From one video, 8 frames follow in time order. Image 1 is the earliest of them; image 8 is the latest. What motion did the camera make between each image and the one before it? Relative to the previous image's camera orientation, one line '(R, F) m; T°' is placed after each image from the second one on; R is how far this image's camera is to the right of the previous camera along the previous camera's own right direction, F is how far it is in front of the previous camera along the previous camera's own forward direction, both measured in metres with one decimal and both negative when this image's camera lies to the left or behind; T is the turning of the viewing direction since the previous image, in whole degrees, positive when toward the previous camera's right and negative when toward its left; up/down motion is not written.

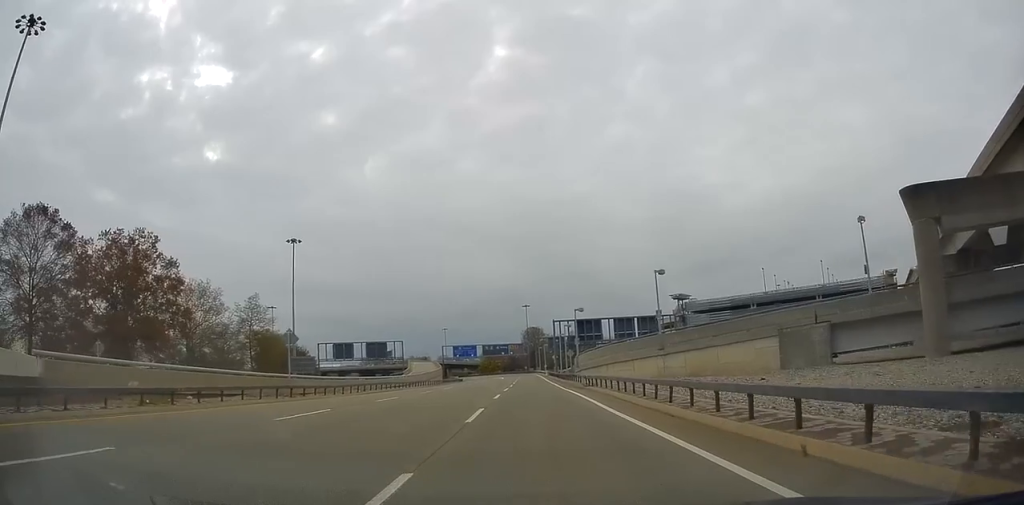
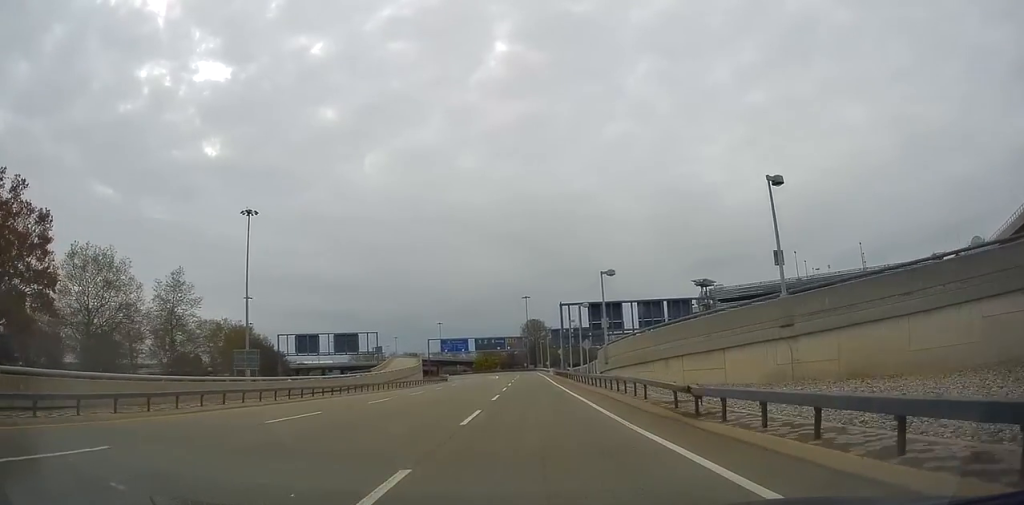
(+0.1, +23.1) m; +1°
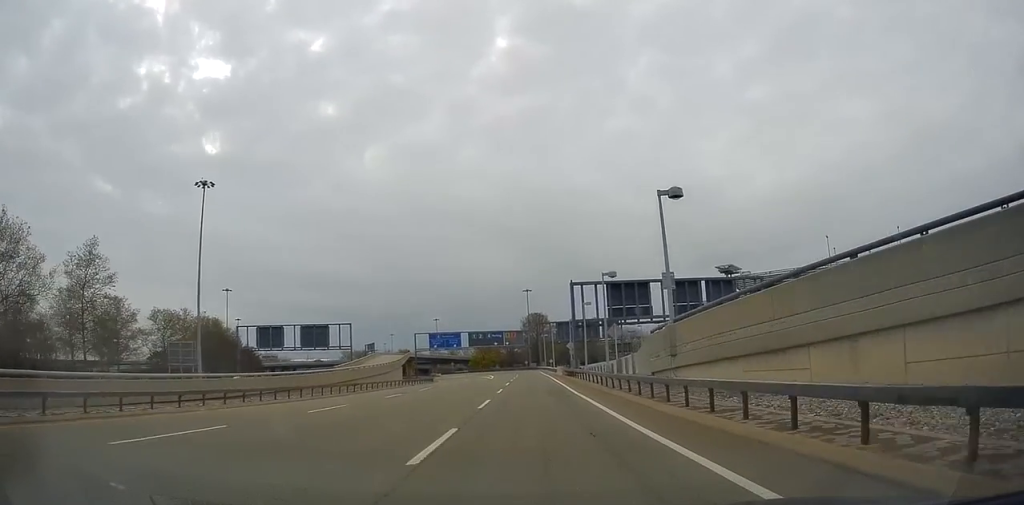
(+0.3, +18.0) m; +1°
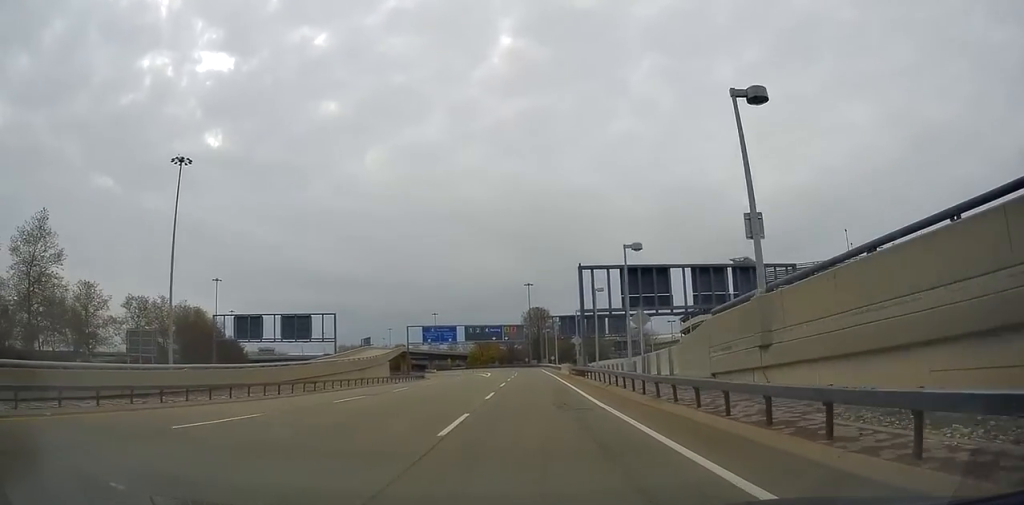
(+0.1, +8.5) m; 0°
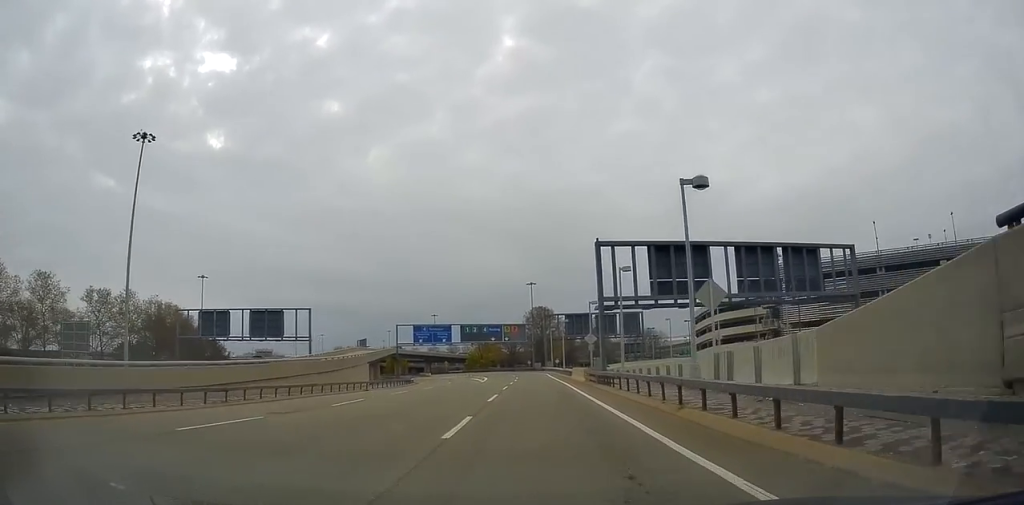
(-0.1, +11.6) m; 0°
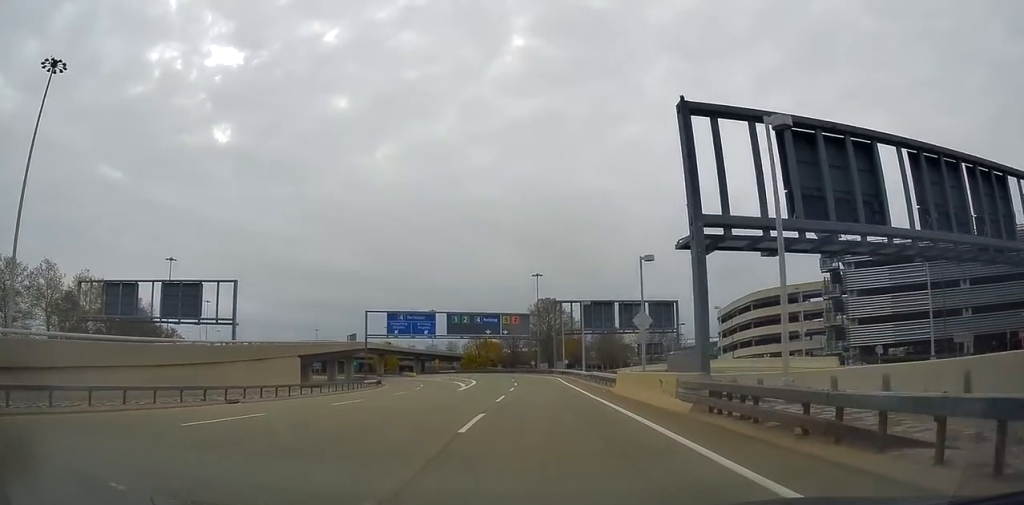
(+0.1, +22.2) m; 0°
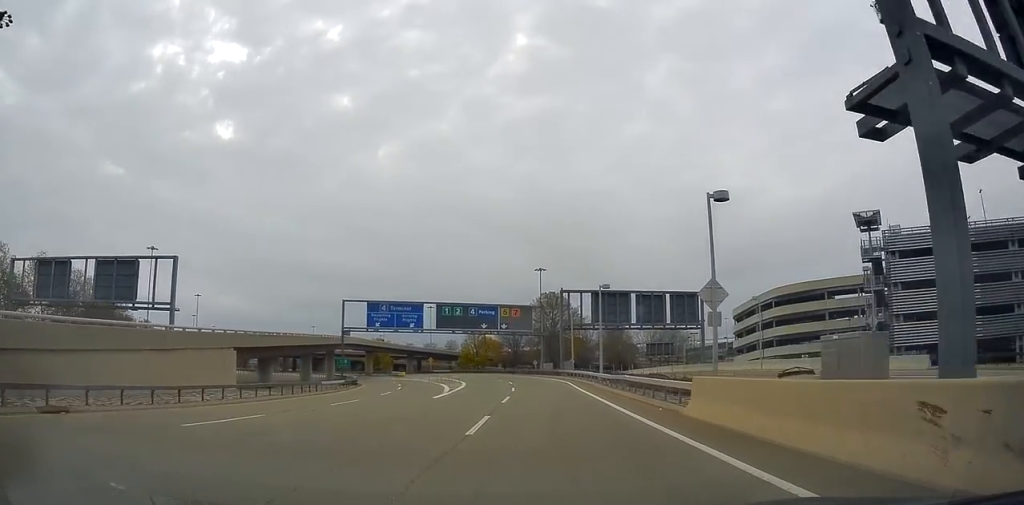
(0.0, +11.1) m; 0°
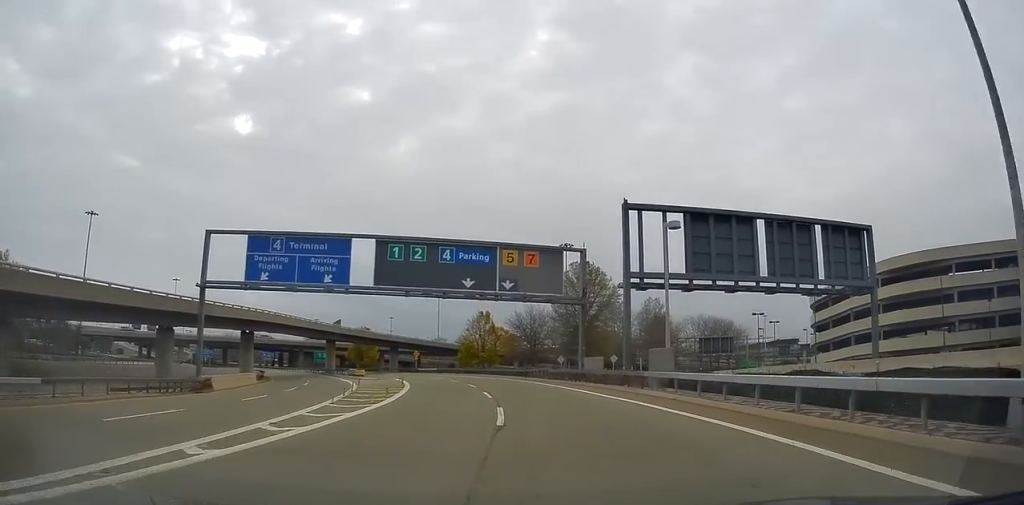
(-0.5, +34.8) m; 0°
